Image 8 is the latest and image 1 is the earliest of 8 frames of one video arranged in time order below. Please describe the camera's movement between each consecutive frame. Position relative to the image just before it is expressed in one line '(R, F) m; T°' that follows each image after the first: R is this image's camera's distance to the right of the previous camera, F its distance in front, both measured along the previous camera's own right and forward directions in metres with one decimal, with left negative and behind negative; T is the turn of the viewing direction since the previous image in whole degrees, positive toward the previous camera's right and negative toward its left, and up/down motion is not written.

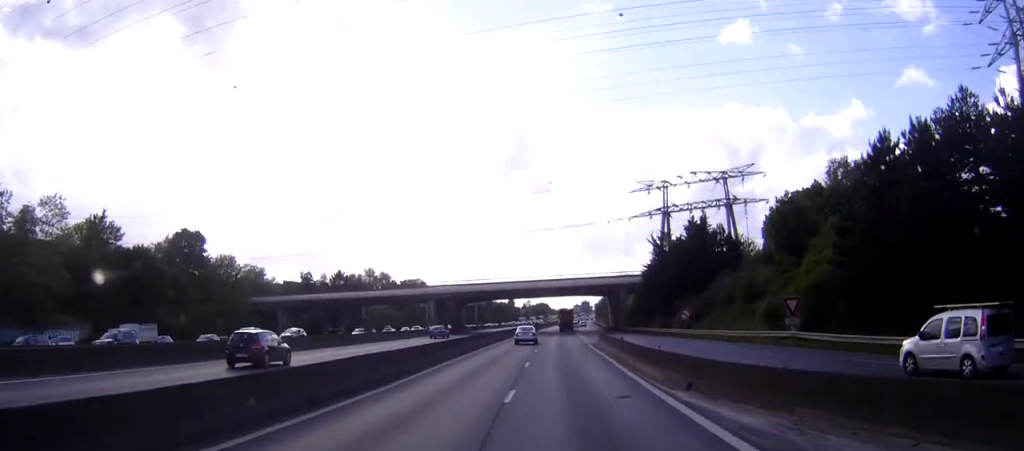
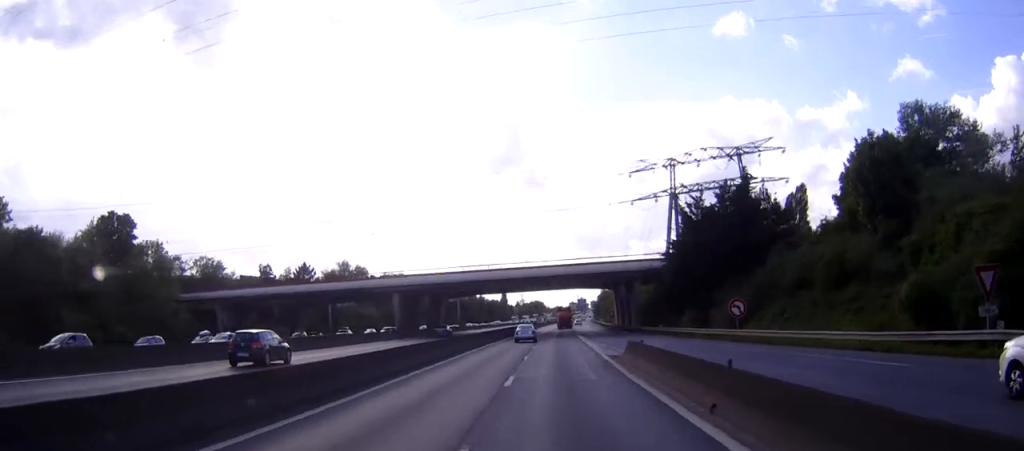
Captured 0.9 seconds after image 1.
(+0.1, +22.2) m; 0°
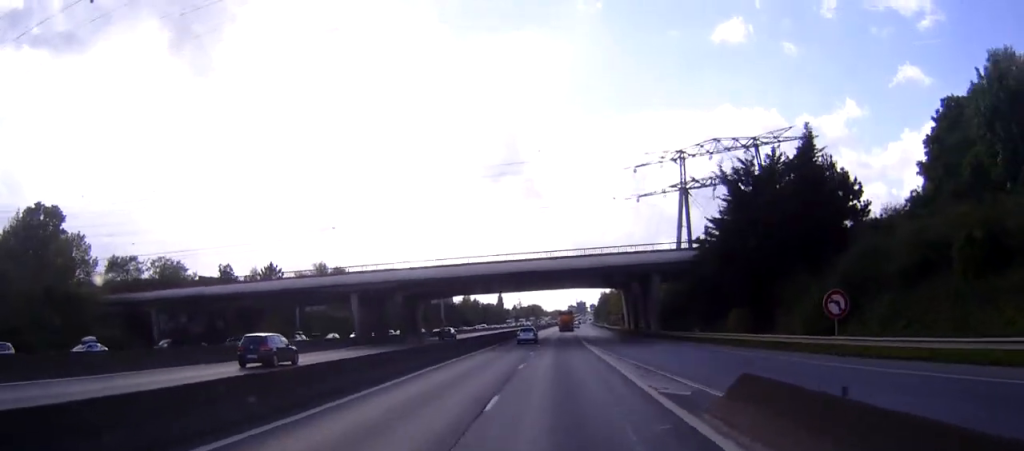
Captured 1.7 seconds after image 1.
(0.0, +18.2) m; 0°
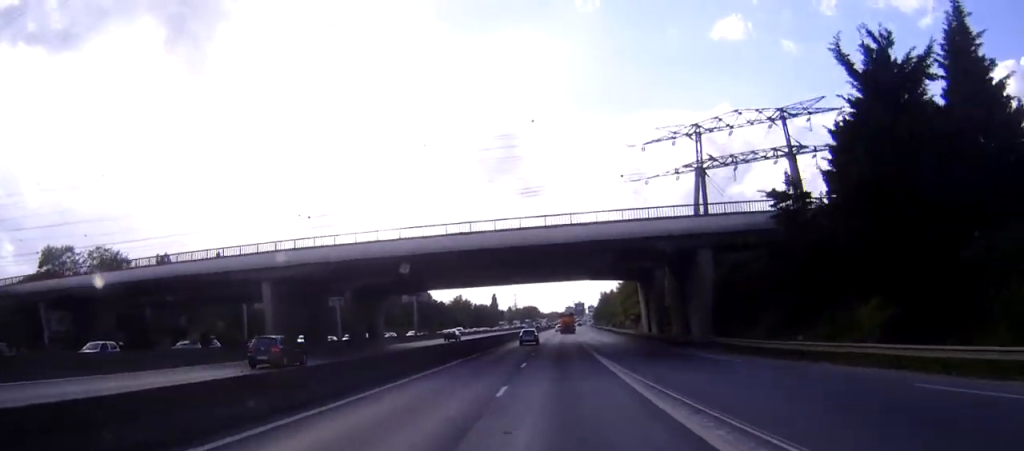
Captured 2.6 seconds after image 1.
(0.0, +22.2) m; 0°
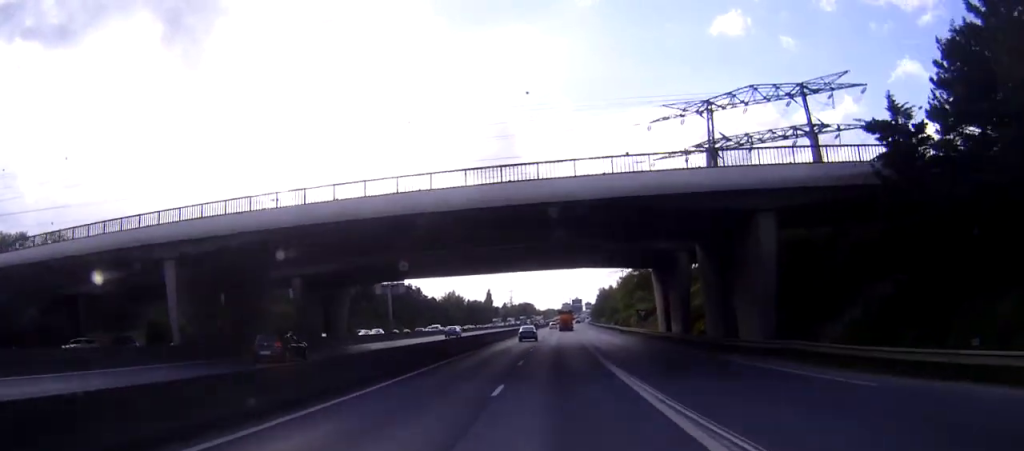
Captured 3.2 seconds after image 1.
(0.0, +13.5) m; 0°
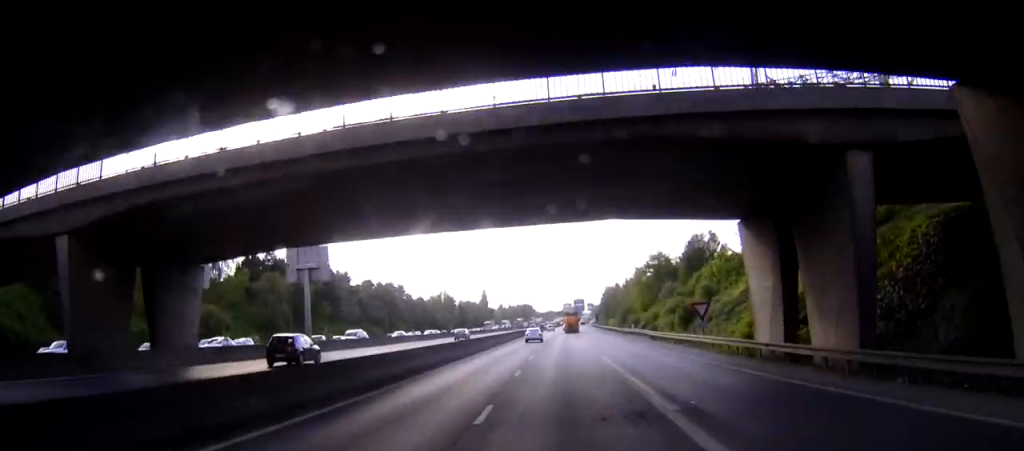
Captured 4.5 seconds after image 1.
(+0.4, +30.4) m; +1°
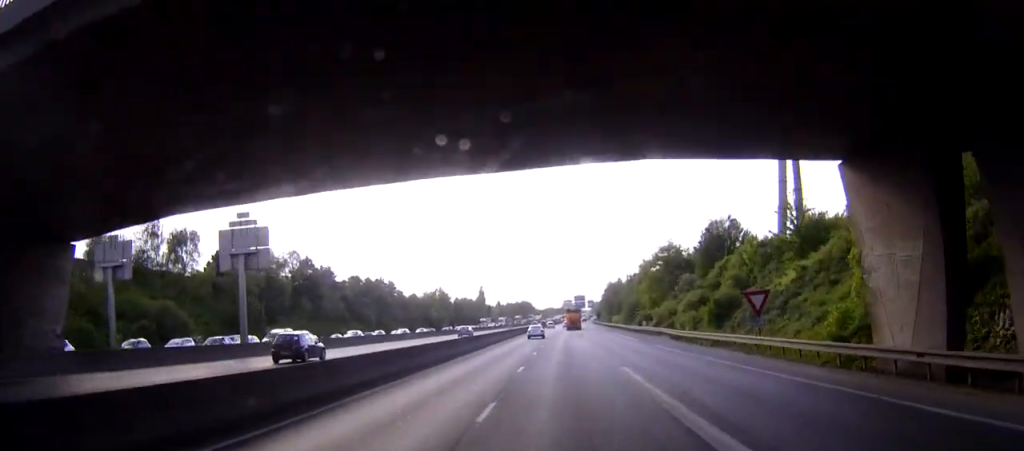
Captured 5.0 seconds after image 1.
(+0.1, +12.9) m; +1°
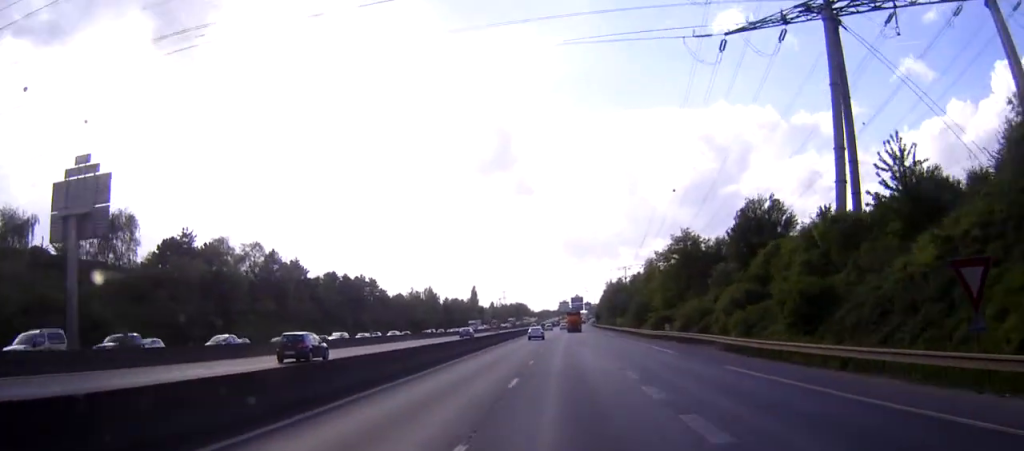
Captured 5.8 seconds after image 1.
(+0.1, +18.6) m; 0°
